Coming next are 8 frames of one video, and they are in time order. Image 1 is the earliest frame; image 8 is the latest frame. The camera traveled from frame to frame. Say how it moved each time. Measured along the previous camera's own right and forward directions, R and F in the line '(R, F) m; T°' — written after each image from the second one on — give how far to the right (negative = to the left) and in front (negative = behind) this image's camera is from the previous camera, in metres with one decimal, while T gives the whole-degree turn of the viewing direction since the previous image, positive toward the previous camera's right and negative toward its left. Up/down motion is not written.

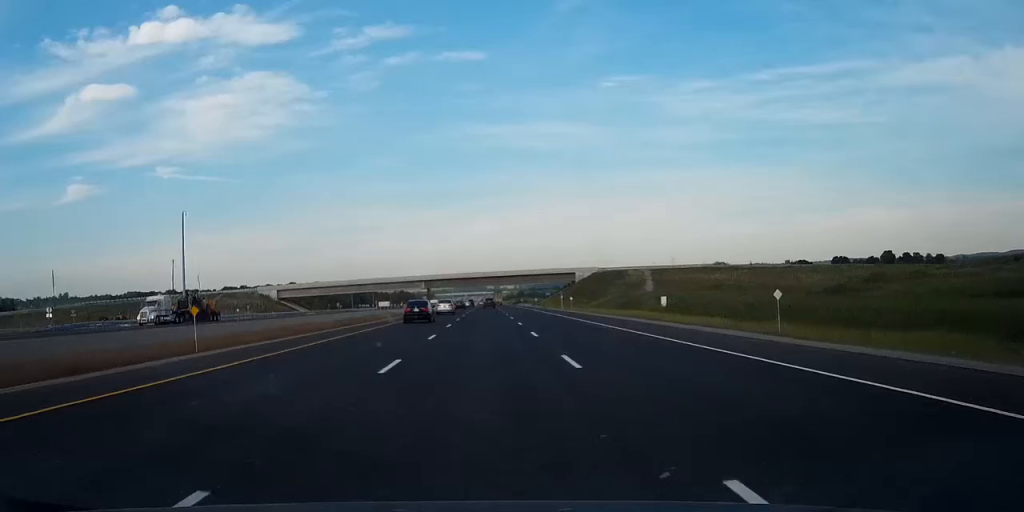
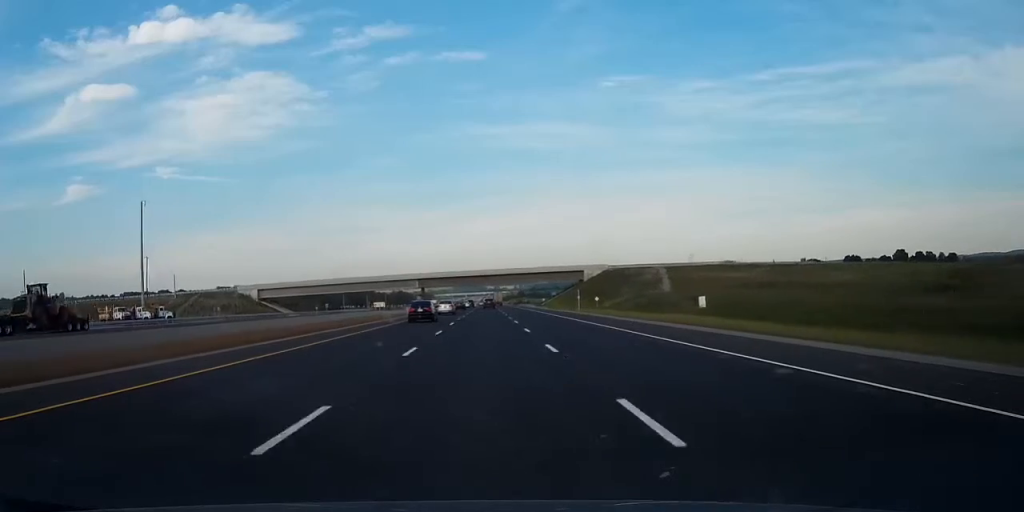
(0.0, +19.5) m; 0°
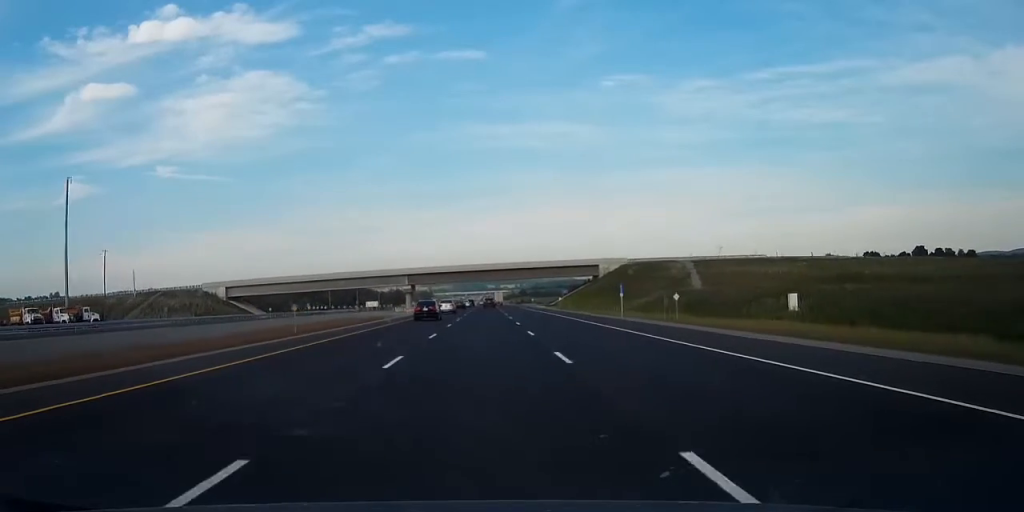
(0.0, +27.1) m; 0°
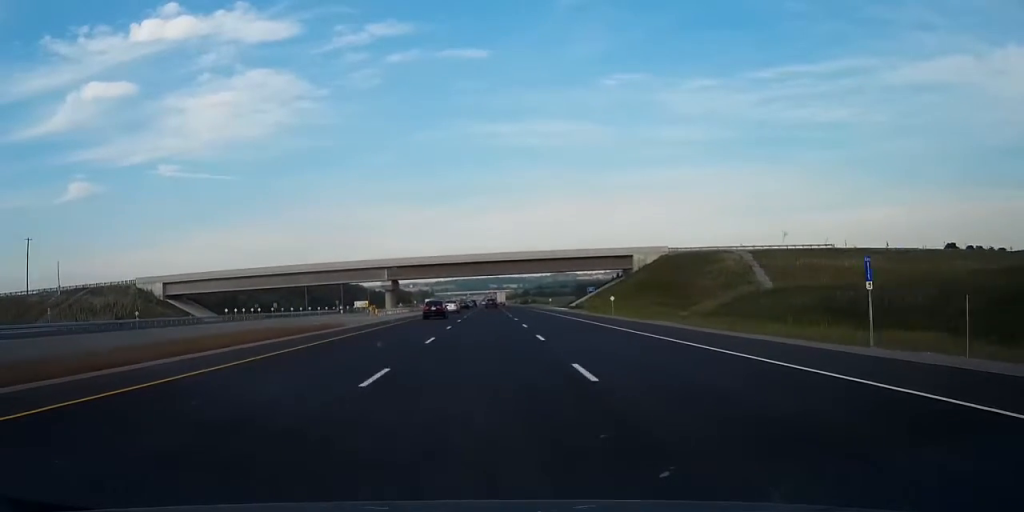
(0.0, +39.0) m; 0°
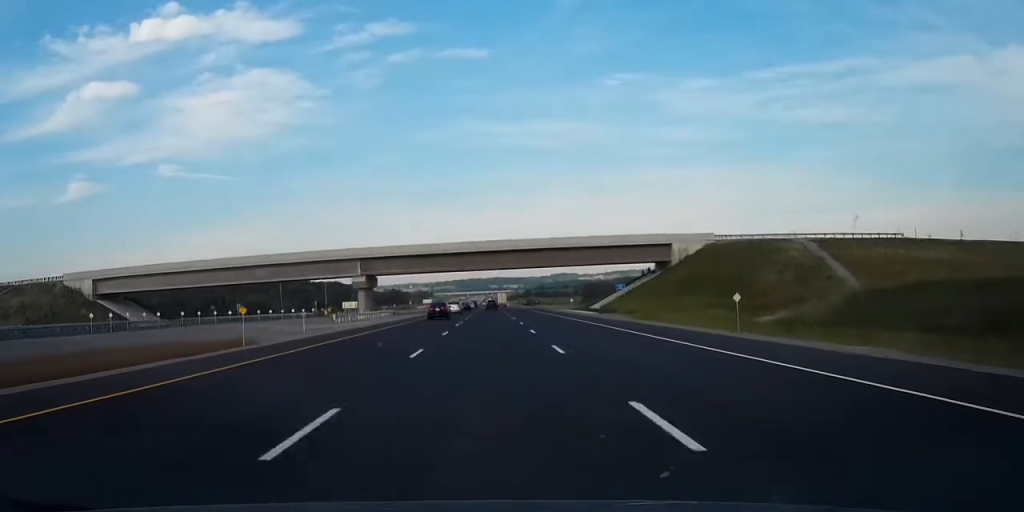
(0.0, +29.2) m; 0°
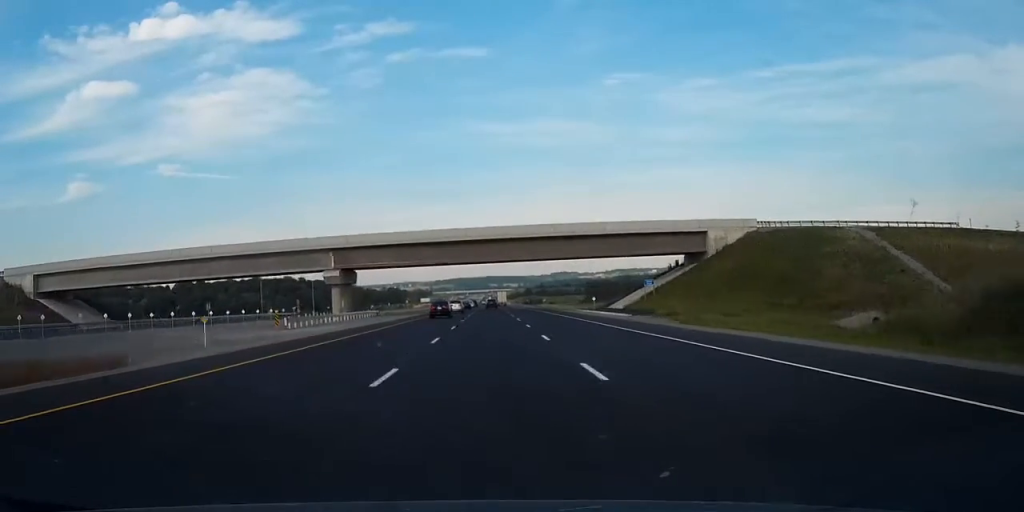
(0.0, +18.4) m; 0°
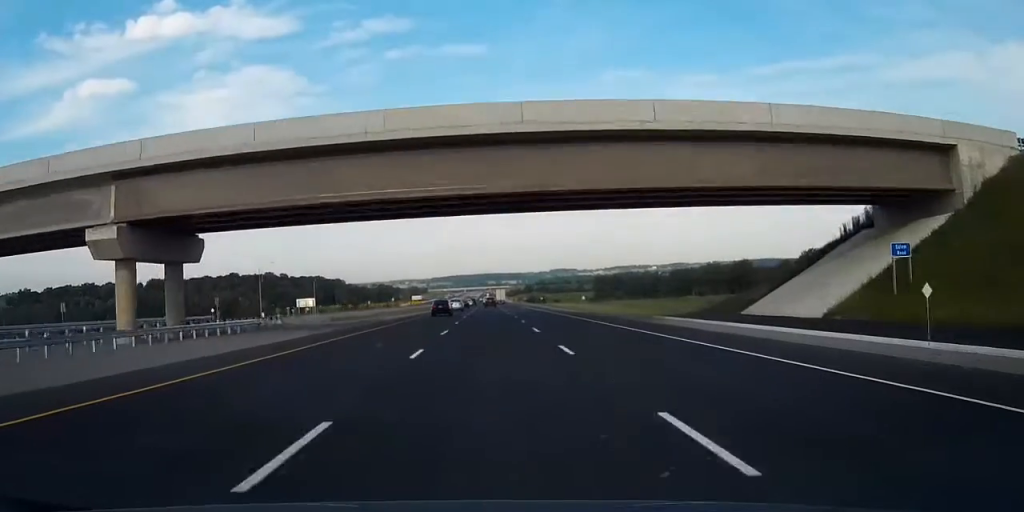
(0.0, +54.3) m; 0°
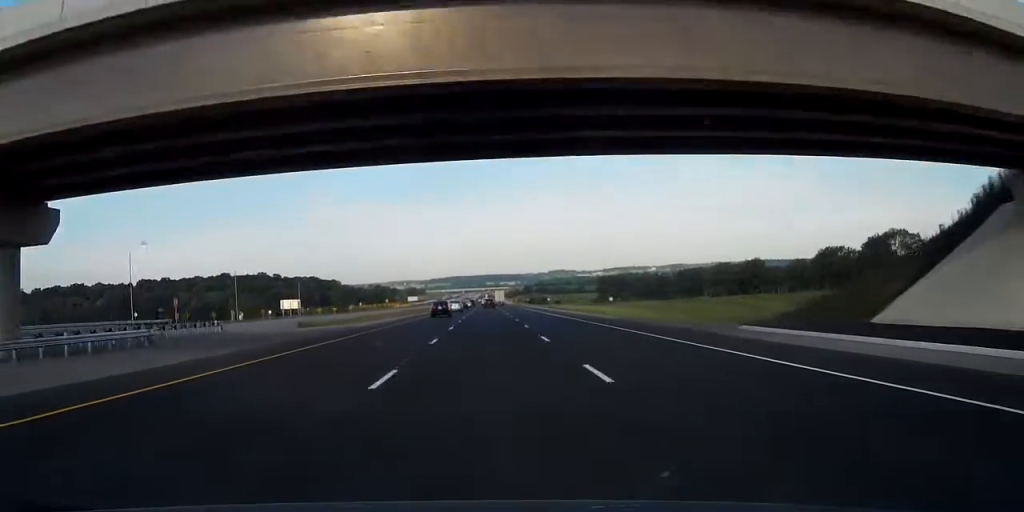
(0.0, +17.4) m; 0°
